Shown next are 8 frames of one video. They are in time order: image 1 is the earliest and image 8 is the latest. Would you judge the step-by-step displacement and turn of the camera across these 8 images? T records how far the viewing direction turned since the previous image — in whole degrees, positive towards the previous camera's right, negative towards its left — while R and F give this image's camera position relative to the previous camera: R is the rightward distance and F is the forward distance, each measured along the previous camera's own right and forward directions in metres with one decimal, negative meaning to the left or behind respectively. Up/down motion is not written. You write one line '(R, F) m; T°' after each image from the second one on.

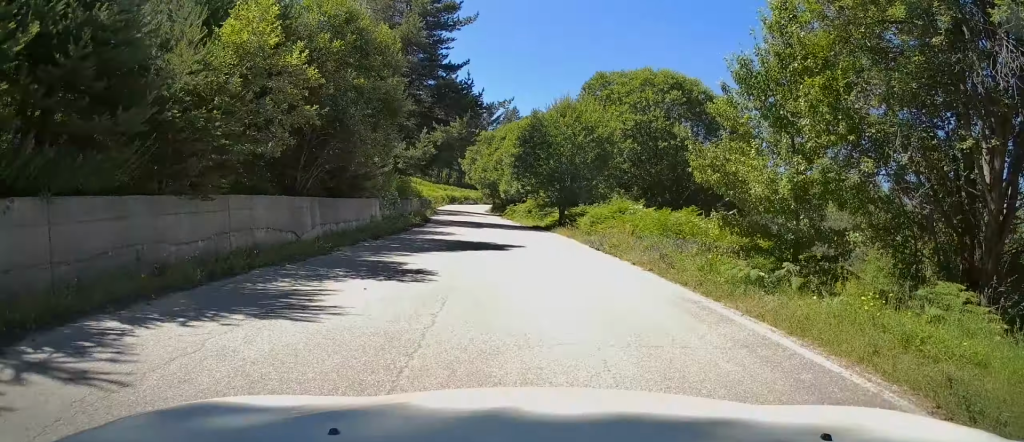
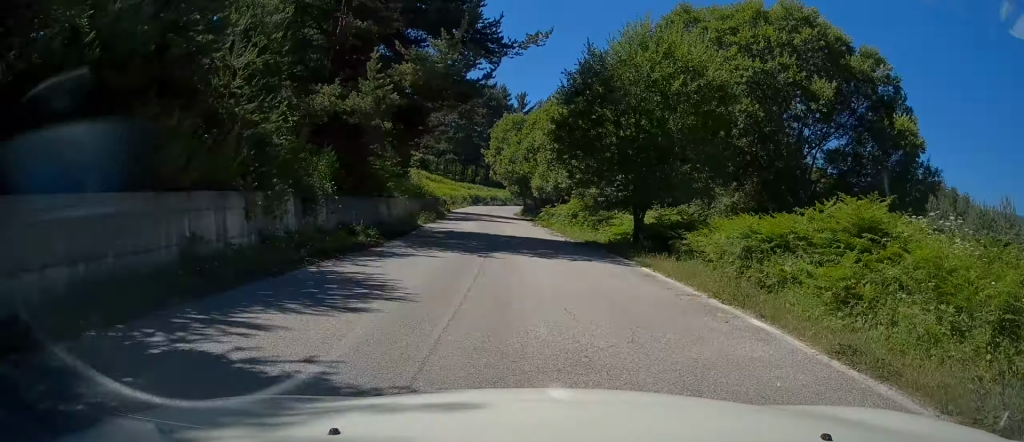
(-0.5, +15.1) m; -3°
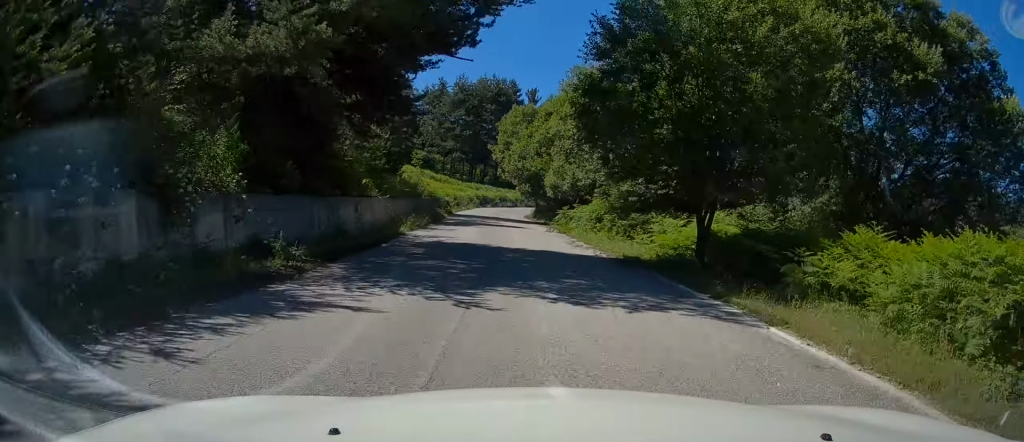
(-0.1, +6.4) m; -1°
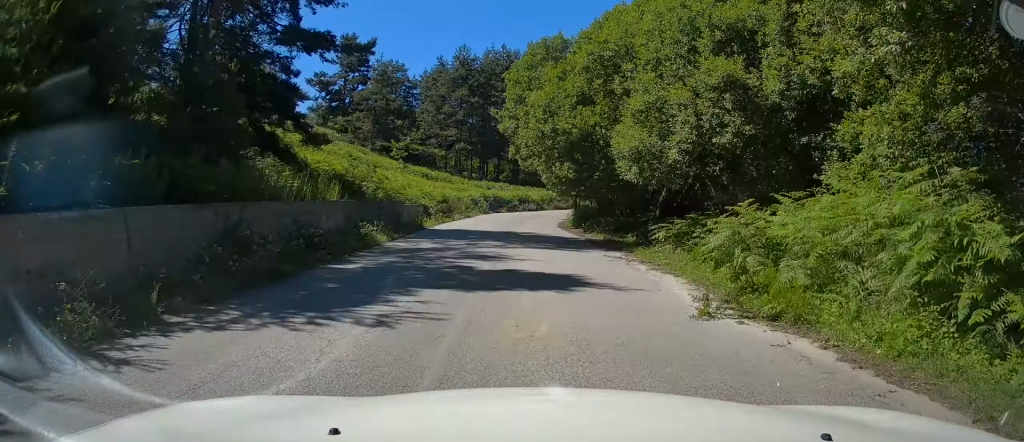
(-0.3, +23.2) m; -2°
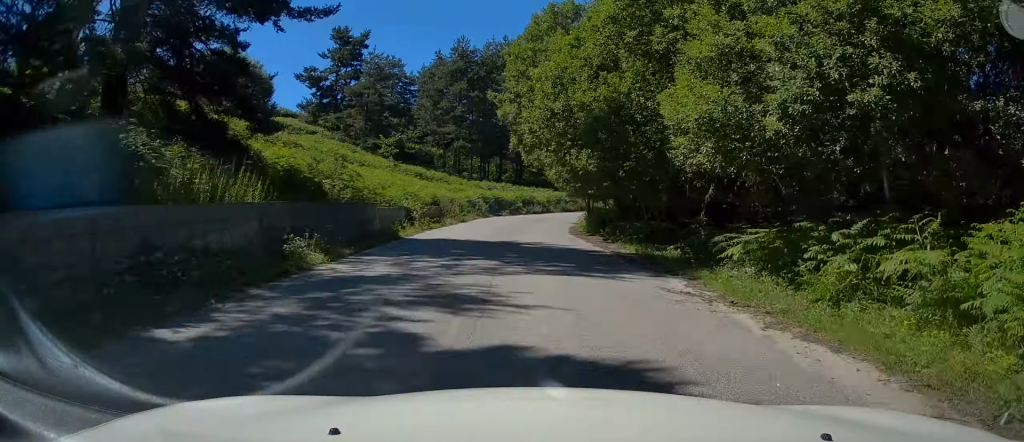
(0.0, +5.7) m; -1°
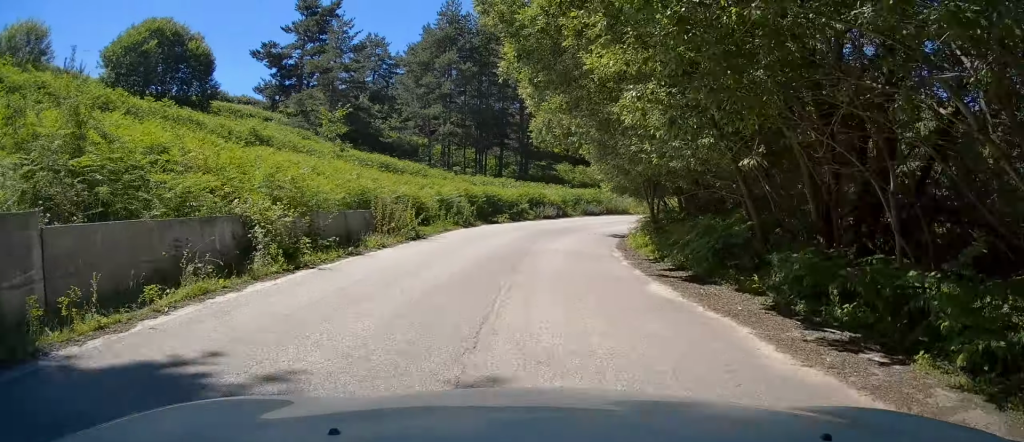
(-0.2, +15.3) m; 0°
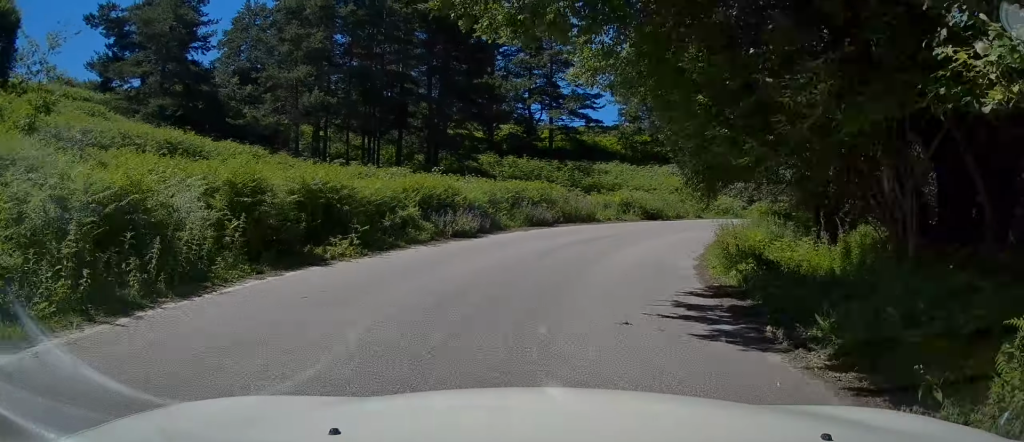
(+0.6, +17.7) m; +7°
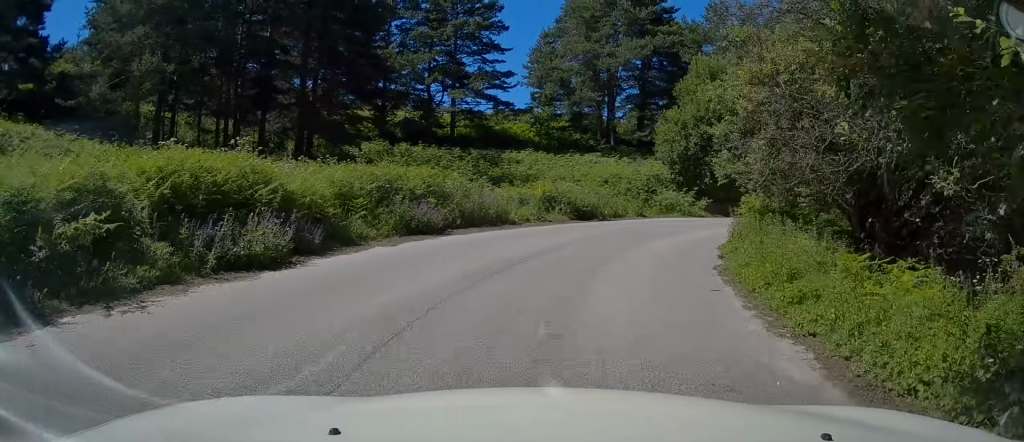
(+0.4, +8.9) m; +6°
